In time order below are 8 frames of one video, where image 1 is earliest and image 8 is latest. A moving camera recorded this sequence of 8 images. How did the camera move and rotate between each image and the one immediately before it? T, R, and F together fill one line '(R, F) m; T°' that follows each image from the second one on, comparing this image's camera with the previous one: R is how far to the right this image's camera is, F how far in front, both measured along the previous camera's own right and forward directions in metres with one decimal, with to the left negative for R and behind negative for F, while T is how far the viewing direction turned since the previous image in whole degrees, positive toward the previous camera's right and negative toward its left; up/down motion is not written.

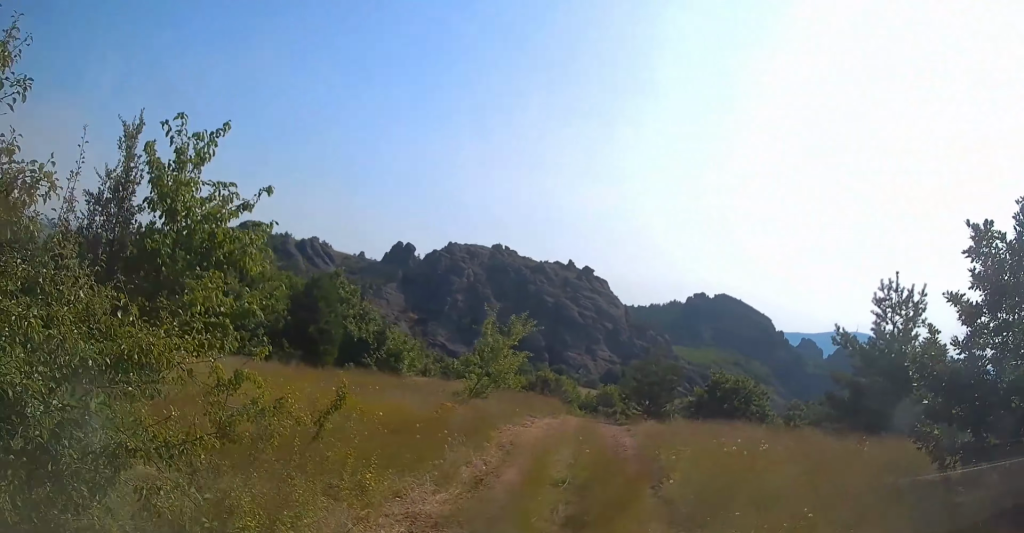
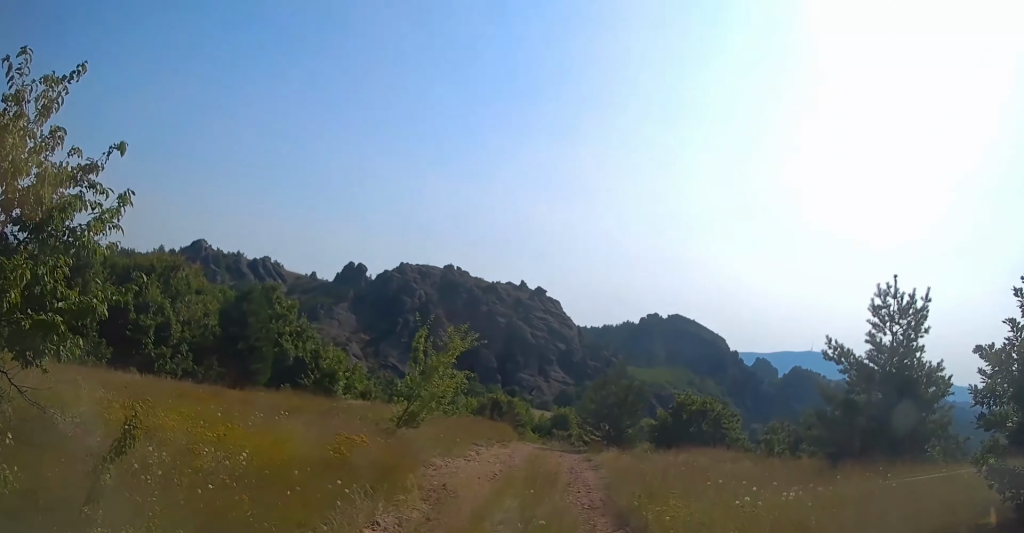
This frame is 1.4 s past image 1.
(+0.1, +2.8) m; +4°
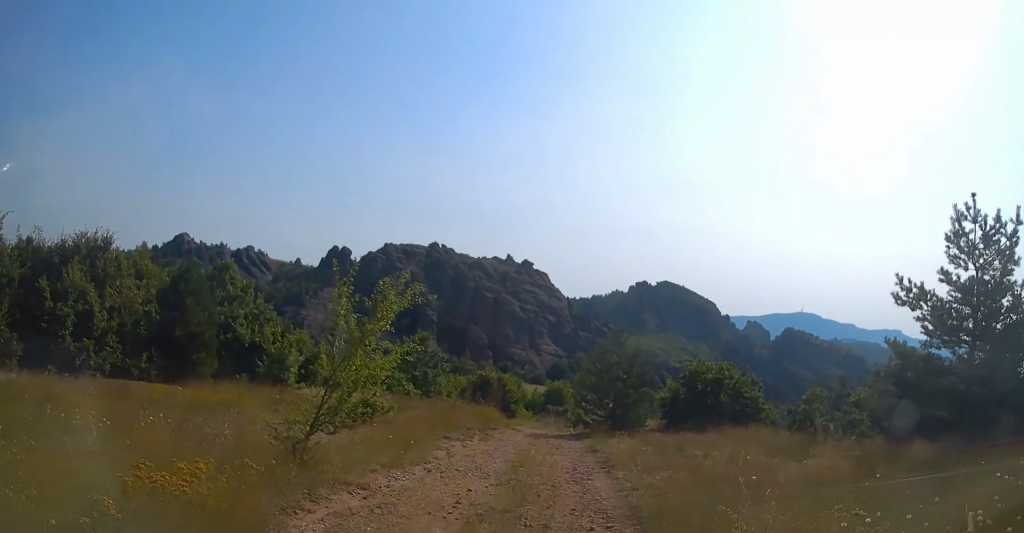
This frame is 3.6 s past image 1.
(+0.3, +4.3) m; +1°
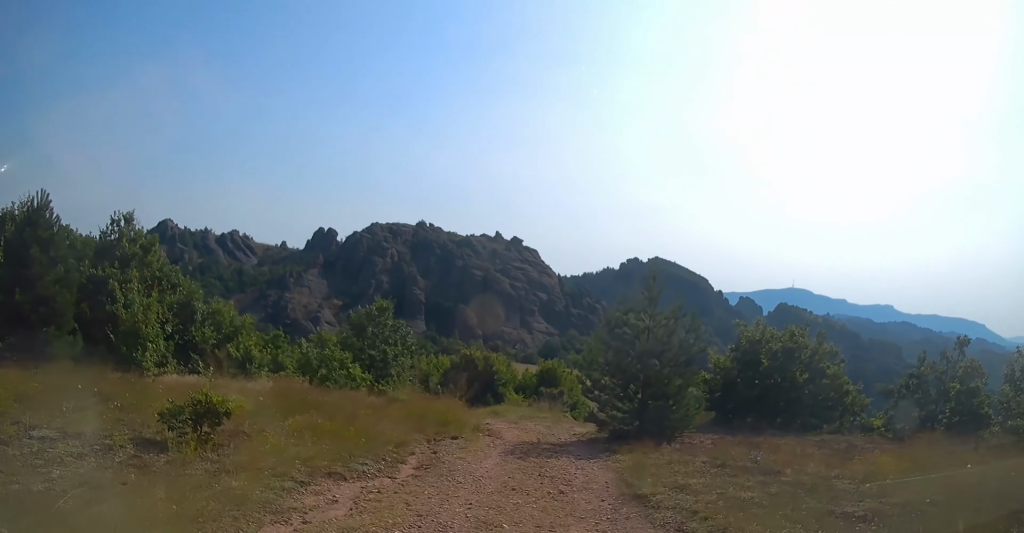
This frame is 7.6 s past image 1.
(0.0, +8.6) m; +3°
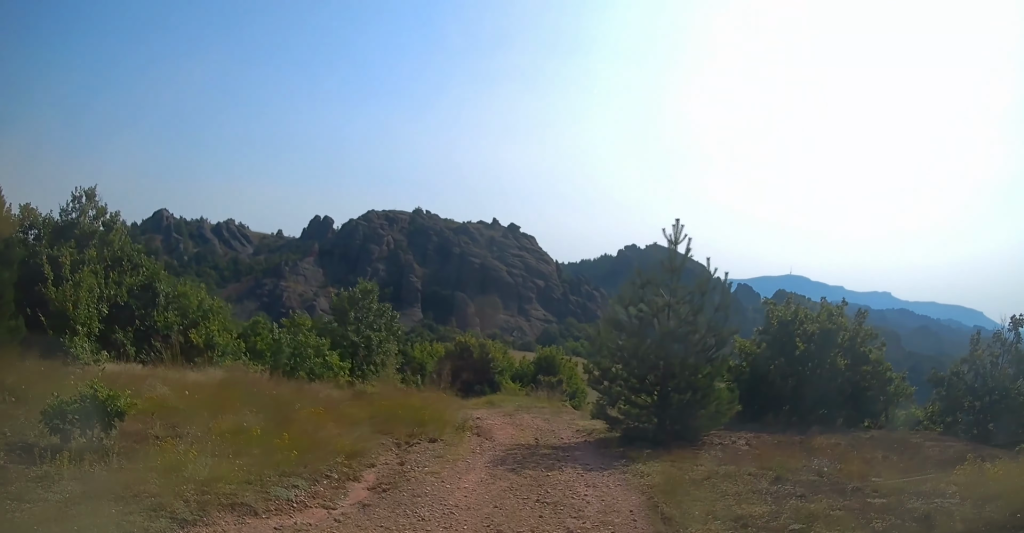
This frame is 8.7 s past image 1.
(+0.1, +2.4) m; 0°
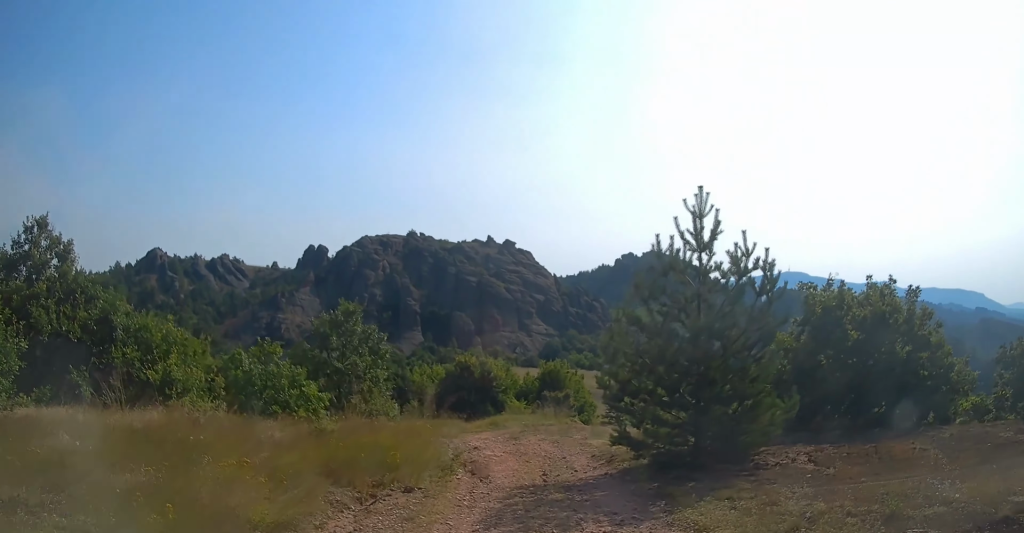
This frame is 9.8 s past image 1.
(0.0, +2.5) m; -2°
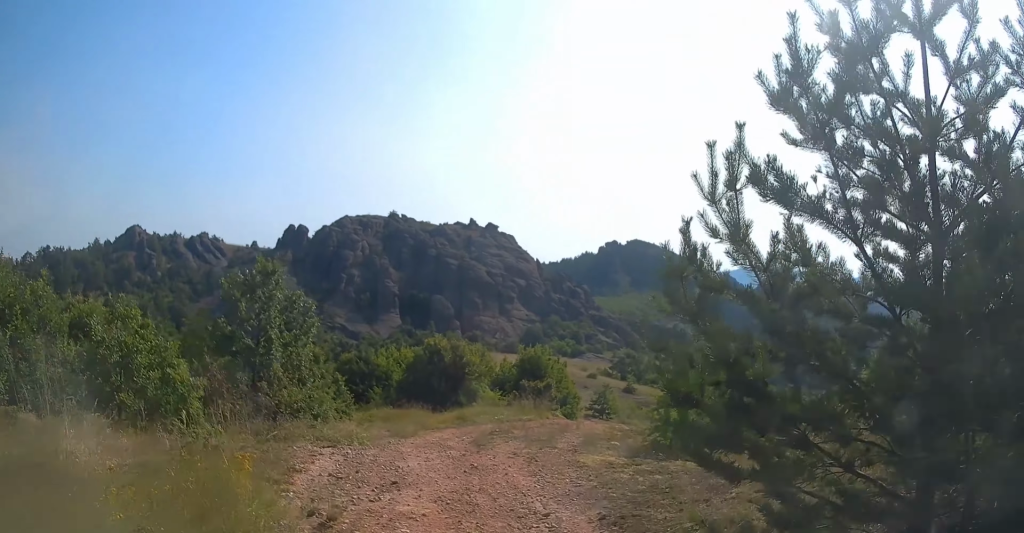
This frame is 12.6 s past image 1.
(-0.3, +6.5) m; -2°
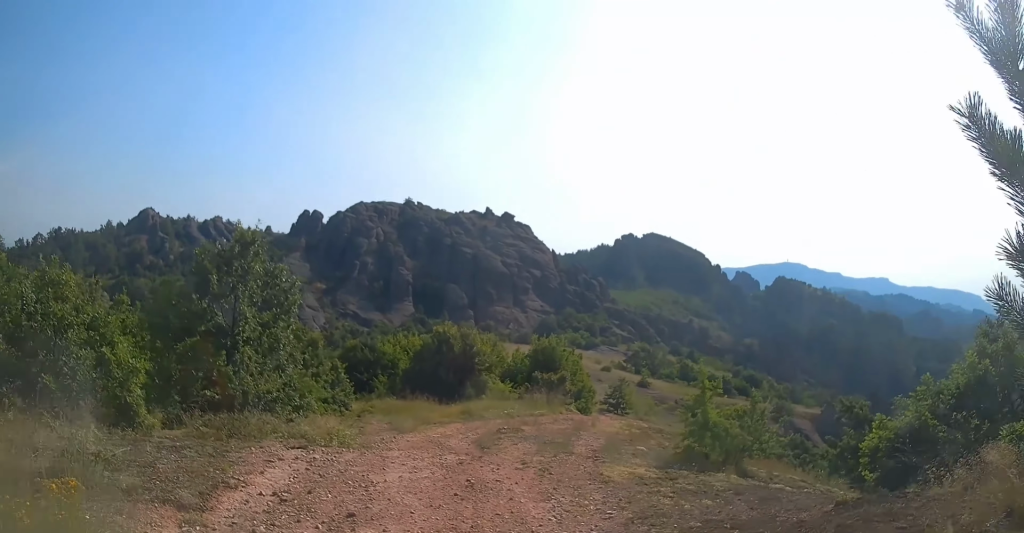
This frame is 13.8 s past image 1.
(0.0, +2.9) m; -1°
